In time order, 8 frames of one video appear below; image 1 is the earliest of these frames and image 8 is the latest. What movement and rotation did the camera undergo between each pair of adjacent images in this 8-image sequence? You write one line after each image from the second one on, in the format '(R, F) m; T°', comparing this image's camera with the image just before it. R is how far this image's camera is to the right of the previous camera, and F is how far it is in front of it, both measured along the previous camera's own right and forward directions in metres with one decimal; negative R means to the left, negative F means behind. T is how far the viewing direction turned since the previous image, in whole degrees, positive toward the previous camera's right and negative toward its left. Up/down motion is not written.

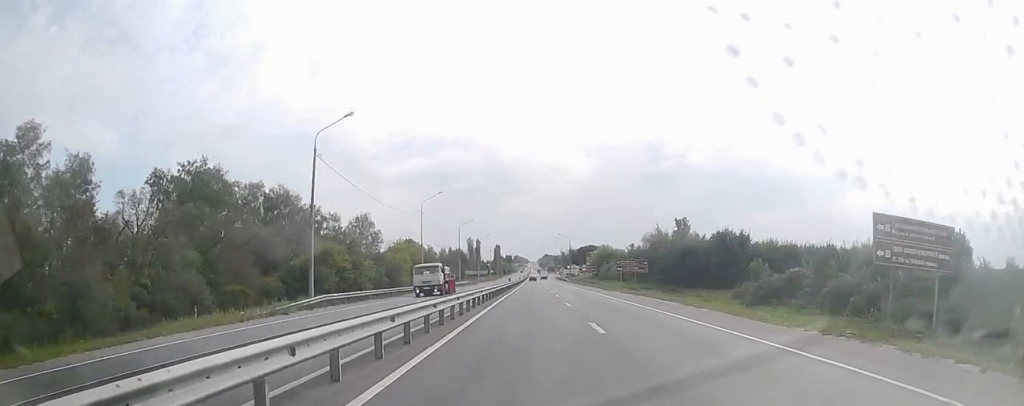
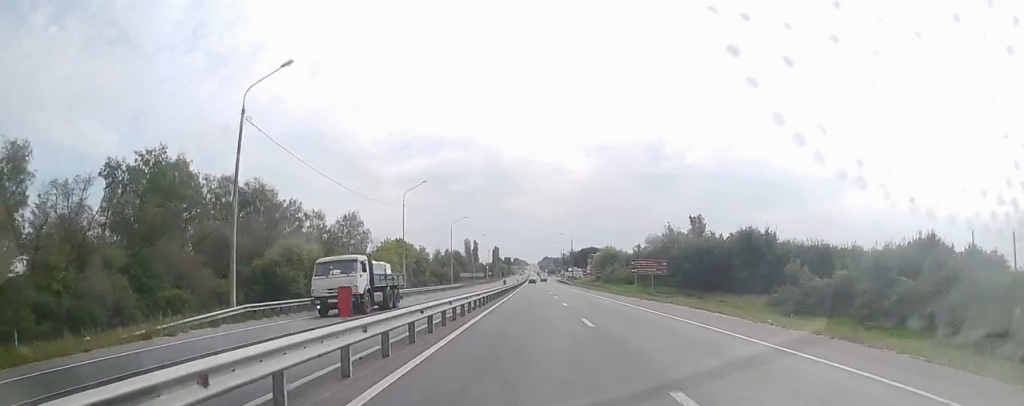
(-0.7, +9.9) m; -1°
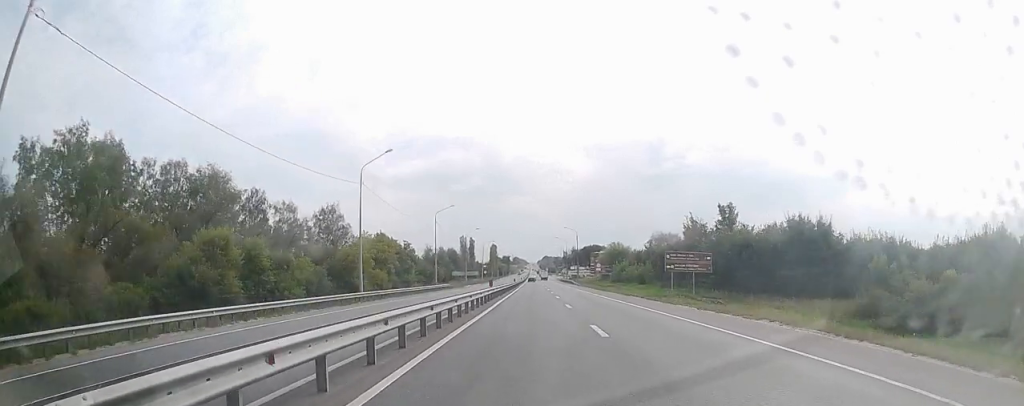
(+1.2, +15.2) m; +3°
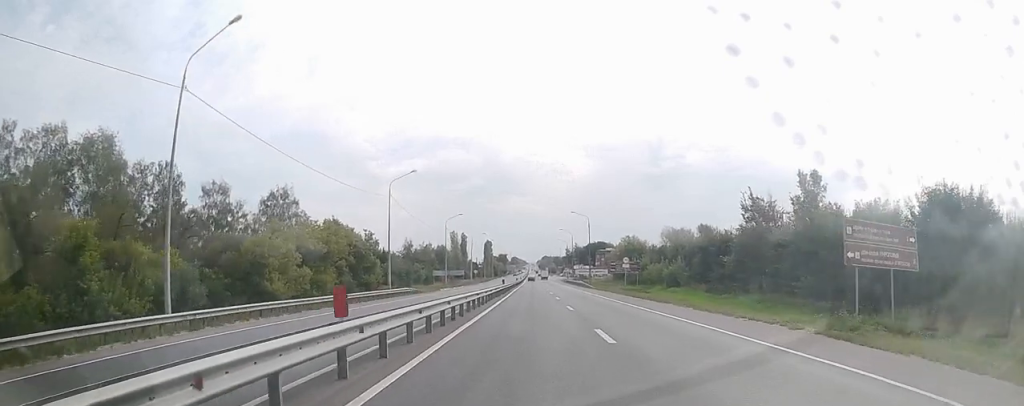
(-0.3, +25.4) m; +2°
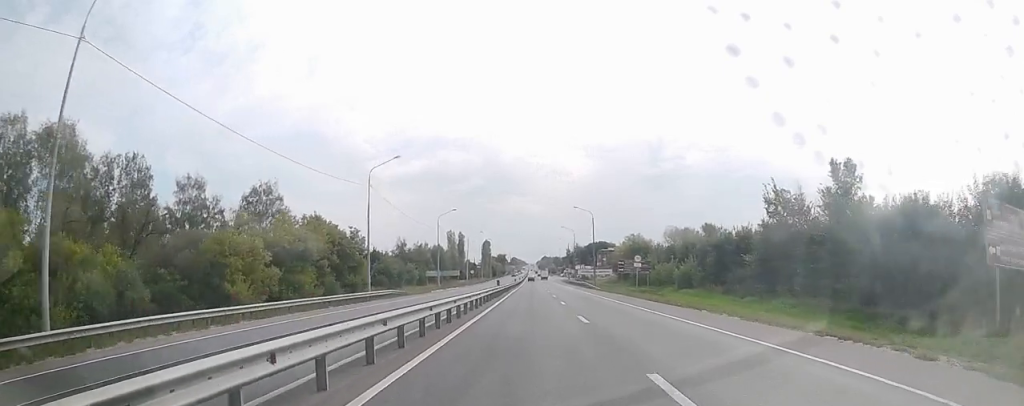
(+0.1, +6.8) m; +1°
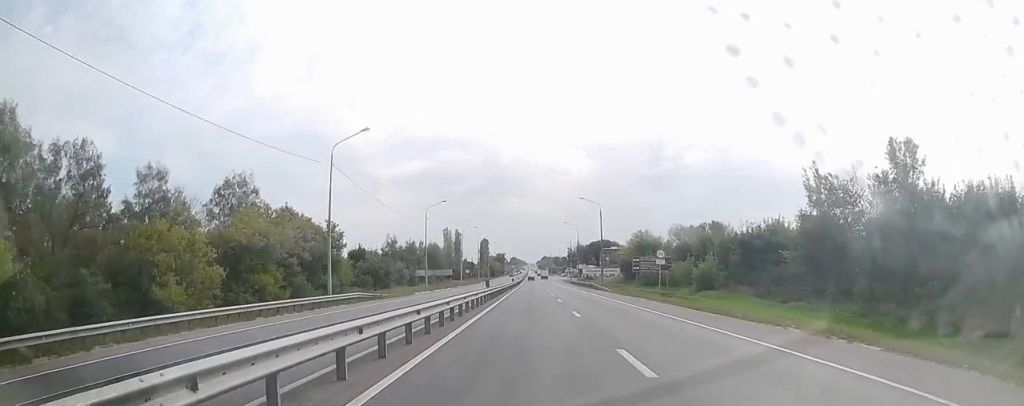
(+0.2, +9.5) m; 0°
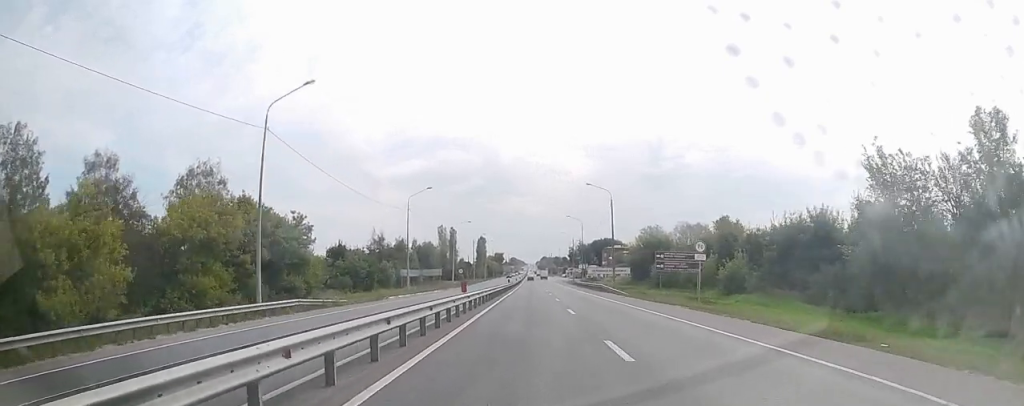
(-0.1, +10.5) m; -1°
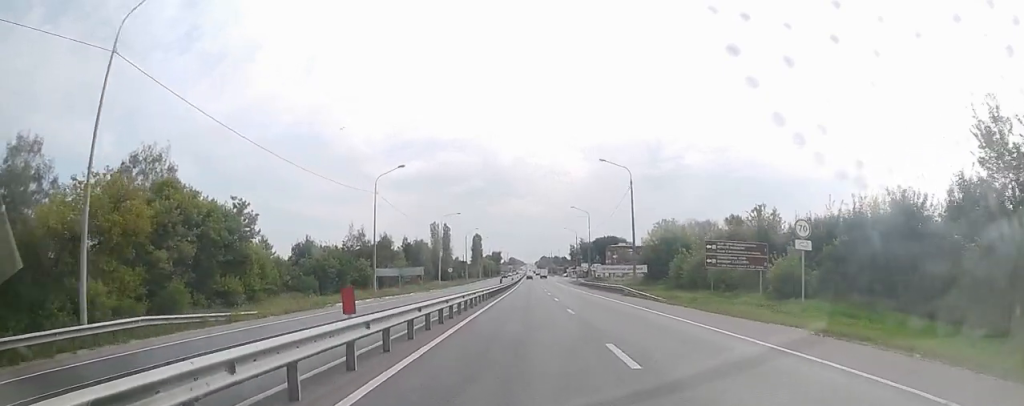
(-0.2, +13.2) m; 0°
